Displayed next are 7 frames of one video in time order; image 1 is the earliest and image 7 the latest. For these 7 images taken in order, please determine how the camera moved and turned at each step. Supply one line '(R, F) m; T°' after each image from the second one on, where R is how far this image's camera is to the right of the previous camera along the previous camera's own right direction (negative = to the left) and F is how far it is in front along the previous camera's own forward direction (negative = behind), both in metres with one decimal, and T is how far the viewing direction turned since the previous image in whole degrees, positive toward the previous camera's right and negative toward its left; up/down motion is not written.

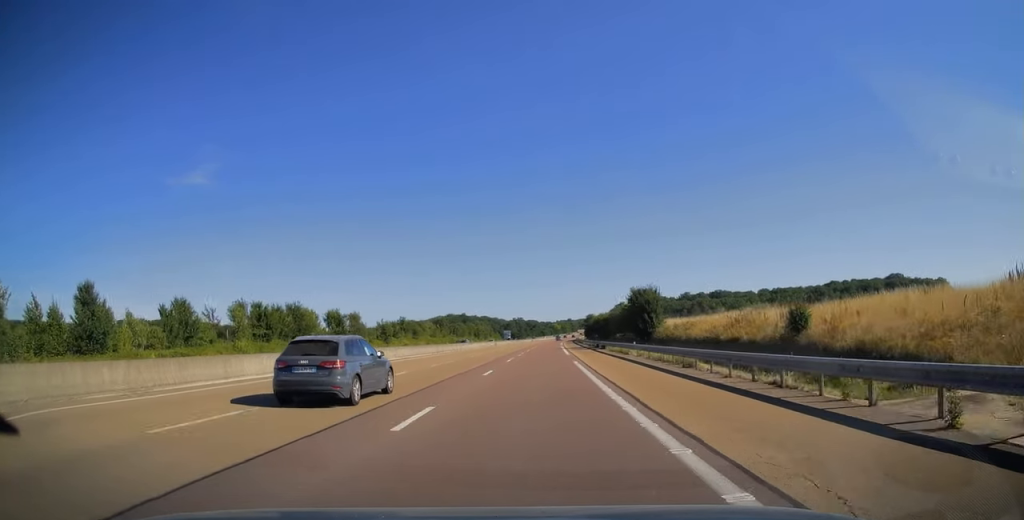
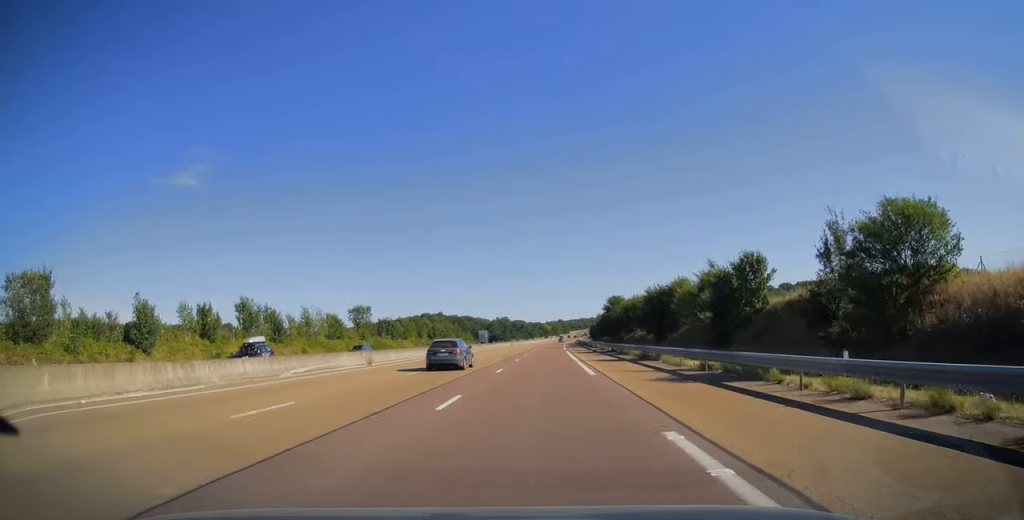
(+0.7, +75.3) m; +1°
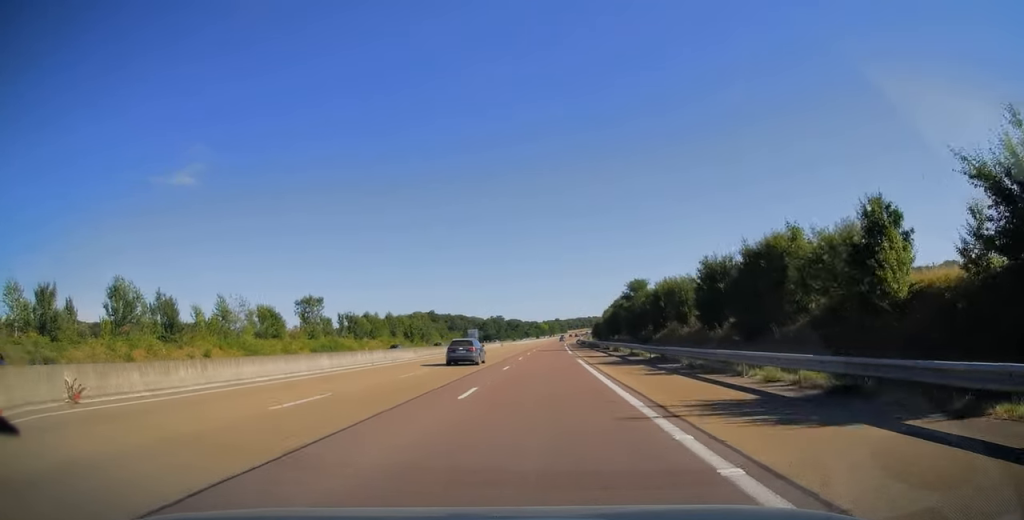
(+0.1, +23.9) m; 0°
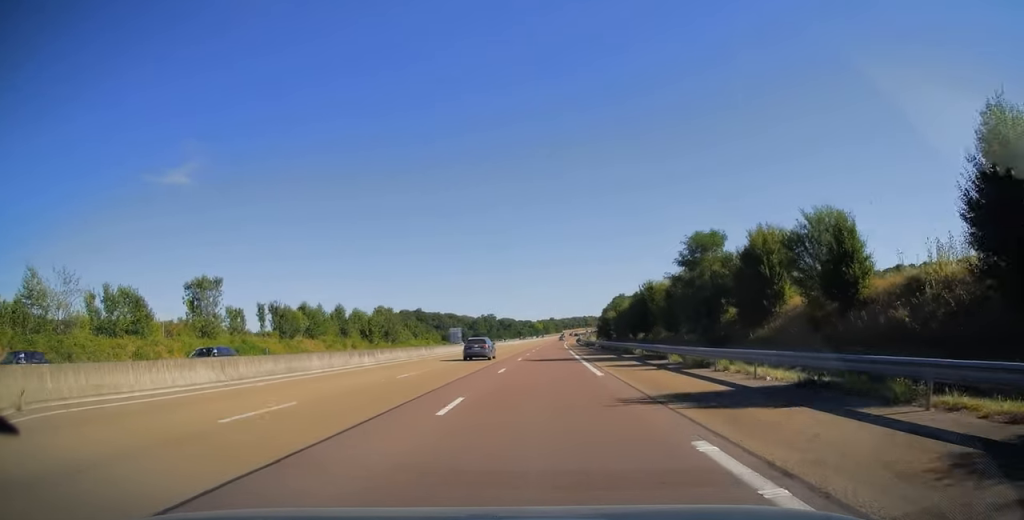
(+0.1, +28.9) m; 0°
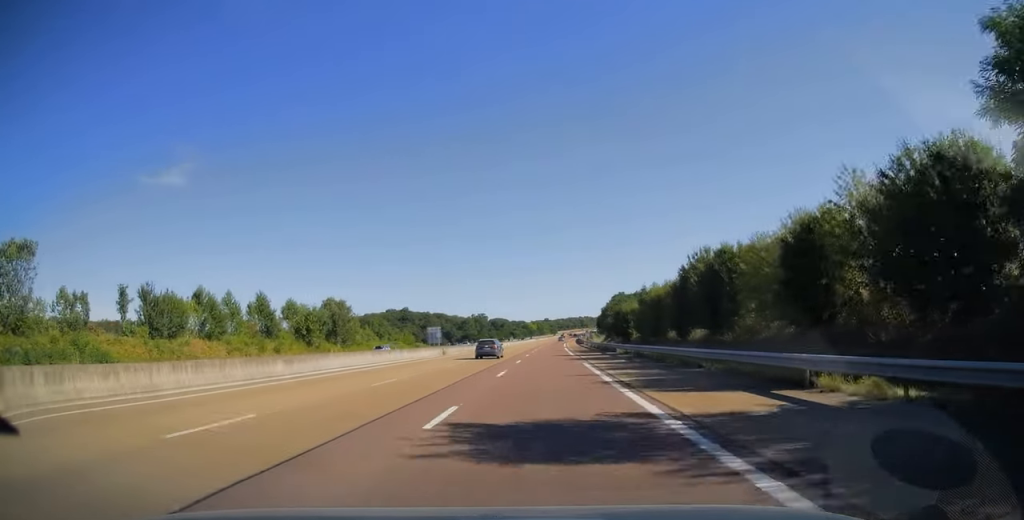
(0.0, +27.3) m; 0°
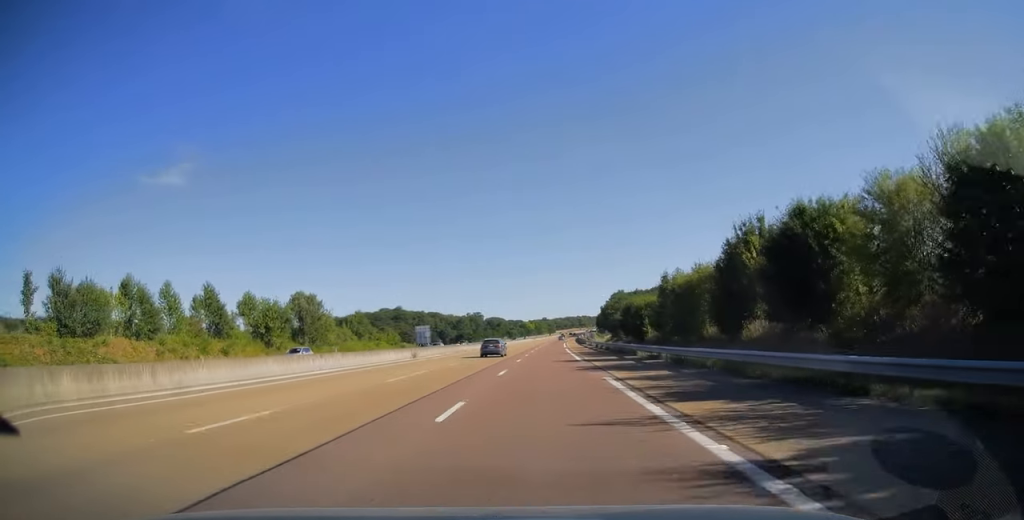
(+0.1, +12.1) m; 0°
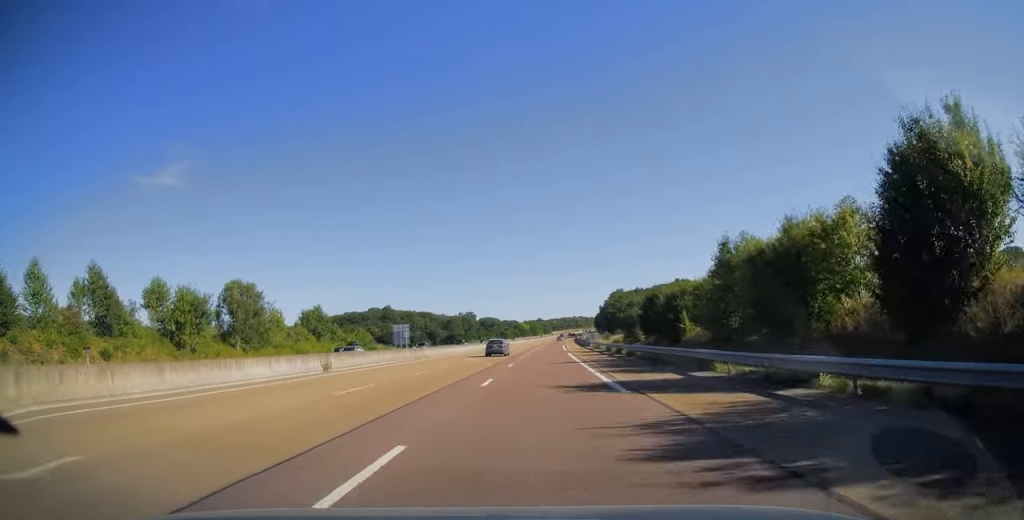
(0.0, +18.2) m; 0°
